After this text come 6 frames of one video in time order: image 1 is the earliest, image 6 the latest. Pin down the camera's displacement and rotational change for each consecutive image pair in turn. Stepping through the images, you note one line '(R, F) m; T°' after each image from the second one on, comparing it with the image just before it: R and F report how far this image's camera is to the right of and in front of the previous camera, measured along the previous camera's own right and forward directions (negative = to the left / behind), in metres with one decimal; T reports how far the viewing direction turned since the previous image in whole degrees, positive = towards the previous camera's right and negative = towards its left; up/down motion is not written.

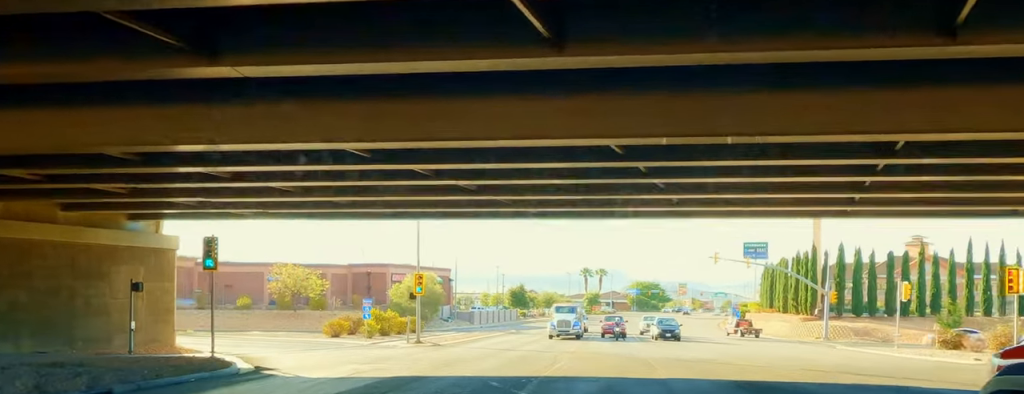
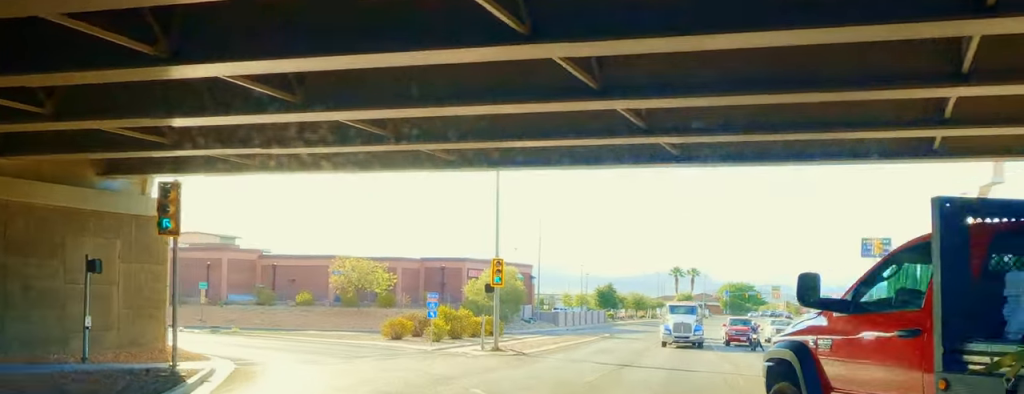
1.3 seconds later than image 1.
(+0.2, +9.2) m; -6°
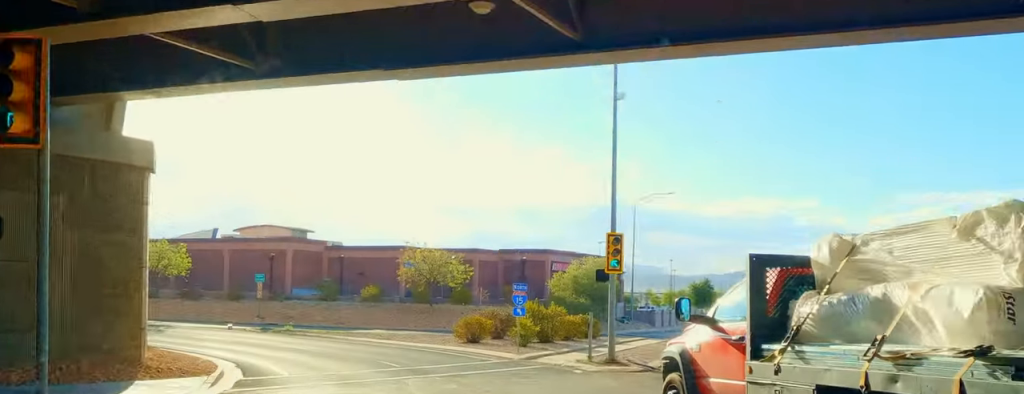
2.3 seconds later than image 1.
(+0.5, +8.2) m; -13°
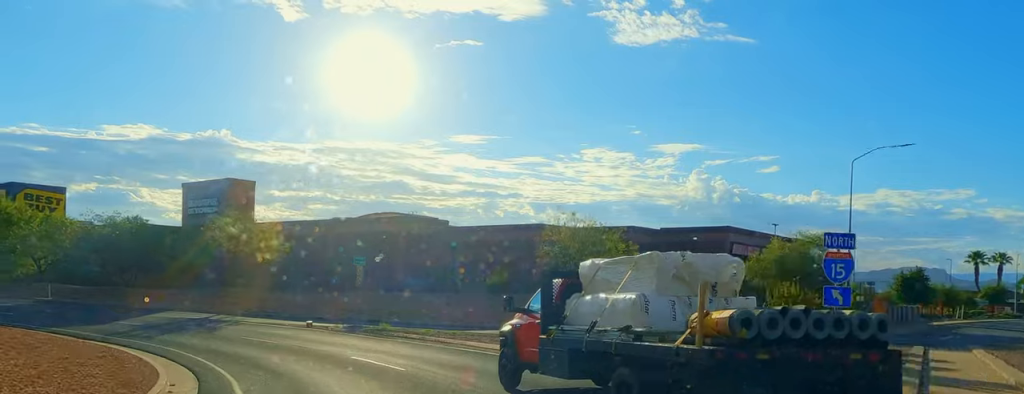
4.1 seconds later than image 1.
(-4.1, +15.8) m; -25°
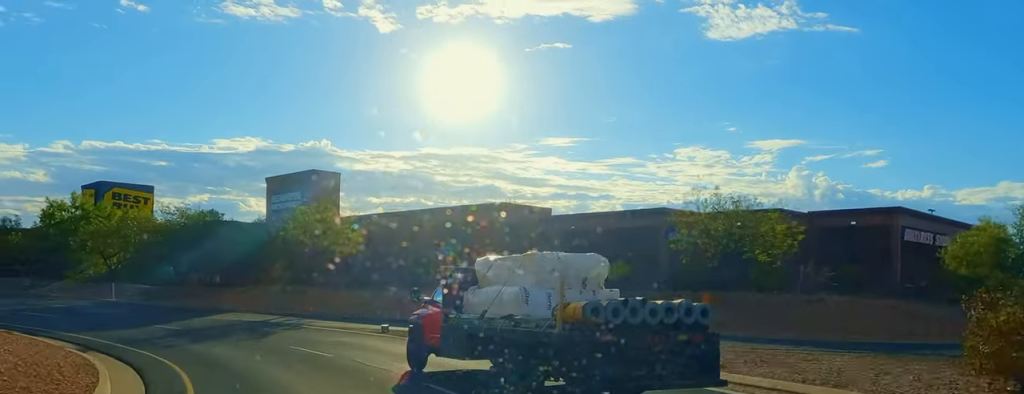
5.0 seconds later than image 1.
(-0.5, +9.5) m; -12°
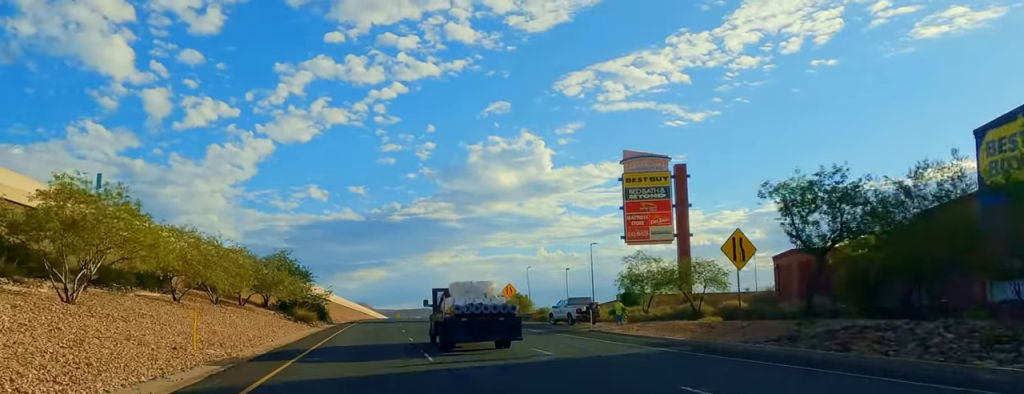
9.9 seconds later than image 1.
(-21.4, +60.5) m; -28°
